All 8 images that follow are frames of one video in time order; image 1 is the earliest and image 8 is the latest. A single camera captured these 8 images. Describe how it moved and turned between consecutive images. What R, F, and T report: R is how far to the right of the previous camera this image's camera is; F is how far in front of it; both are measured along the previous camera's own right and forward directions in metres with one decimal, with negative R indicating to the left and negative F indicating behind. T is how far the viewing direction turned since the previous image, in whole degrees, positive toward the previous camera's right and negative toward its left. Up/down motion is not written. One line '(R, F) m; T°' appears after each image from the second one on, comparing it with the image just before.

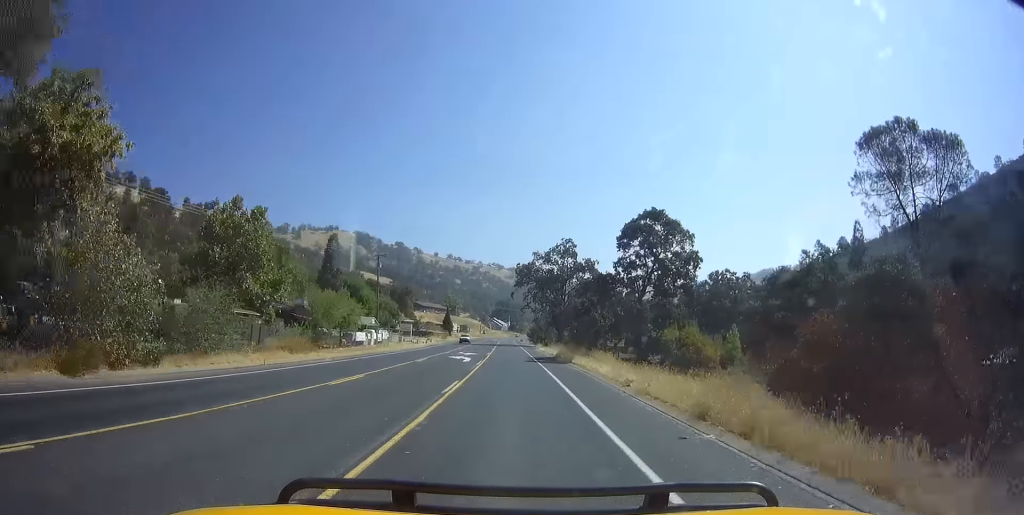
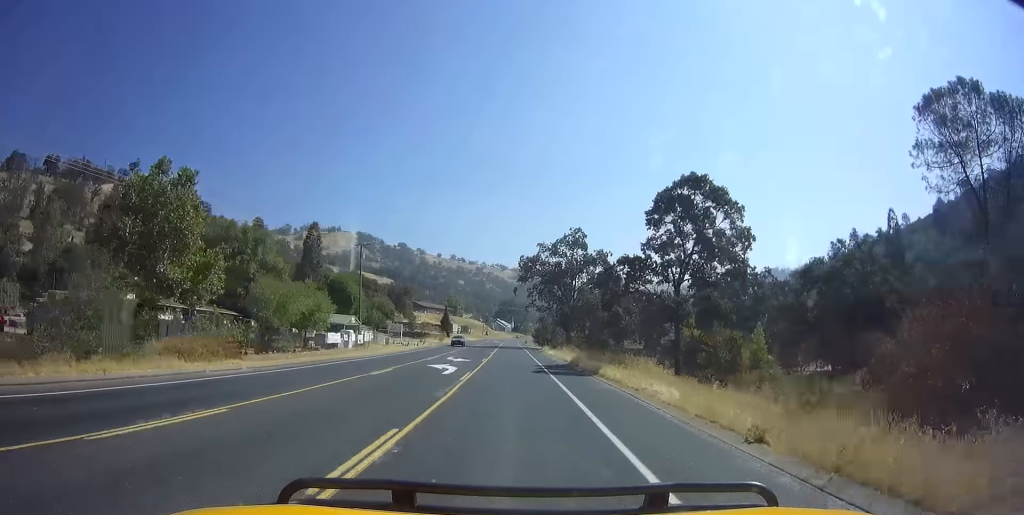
(+0.2, +9.7) m; 0°
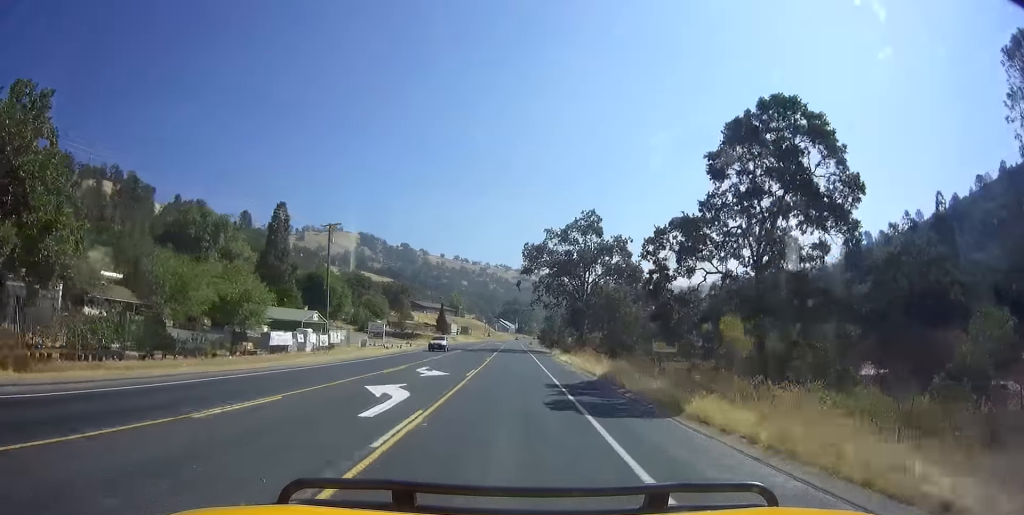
(-0.1, +12.0) m; 0°
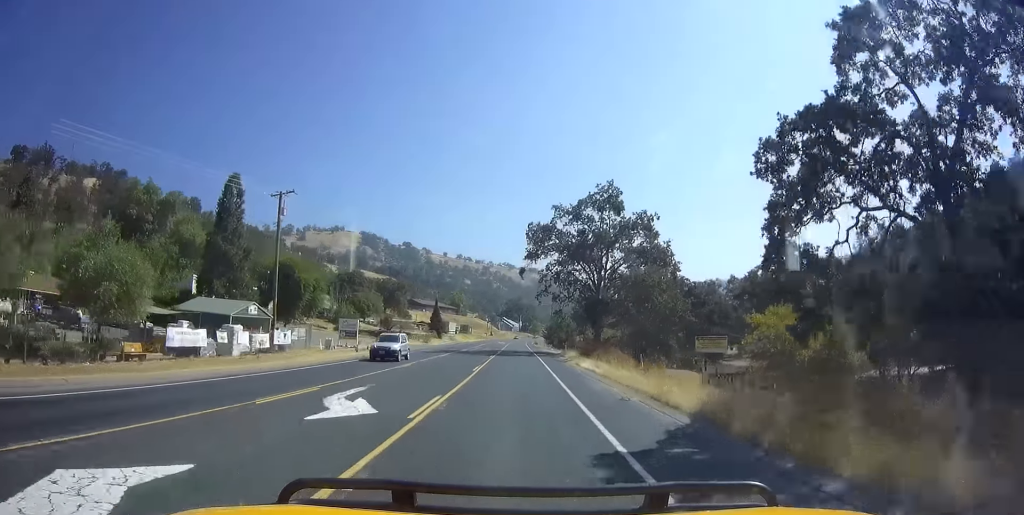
(-0.2, +12.0) m; -1°
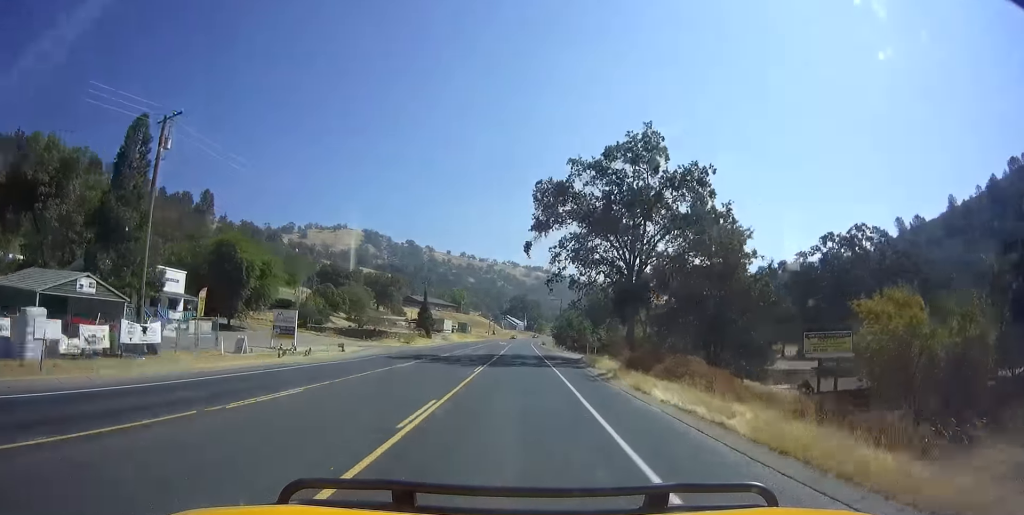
(0.0, +15.9) m; 0°
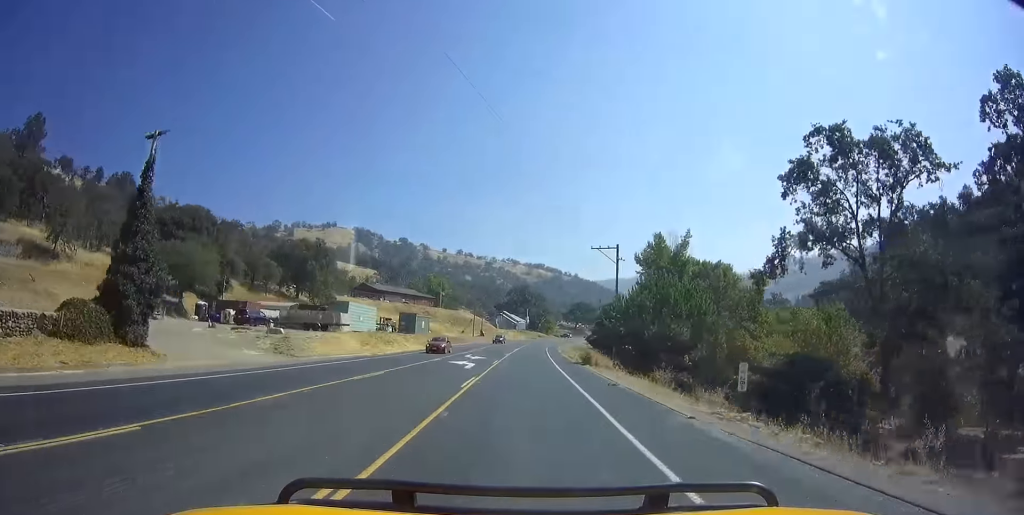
(-0.3, +65.6) m; 0°
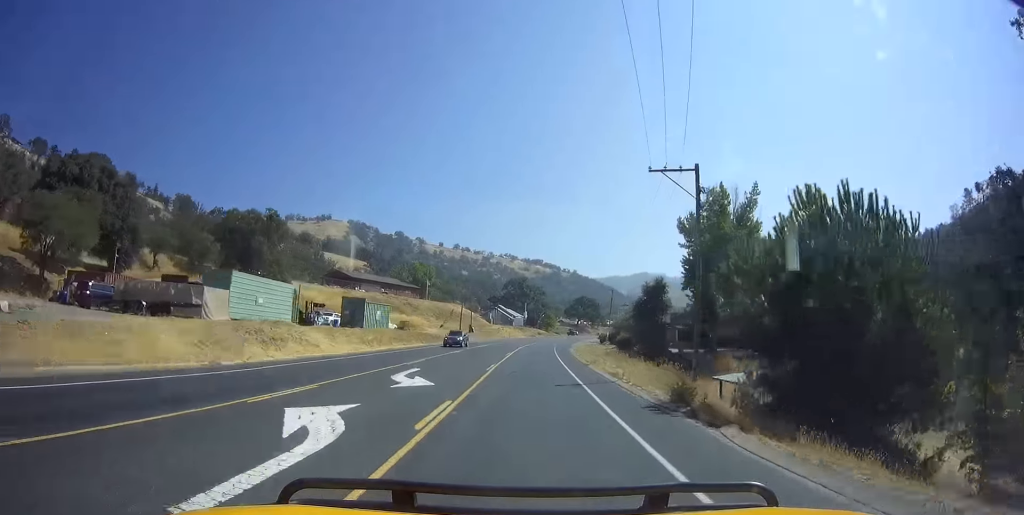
(0.0, +22.0) m; +1°
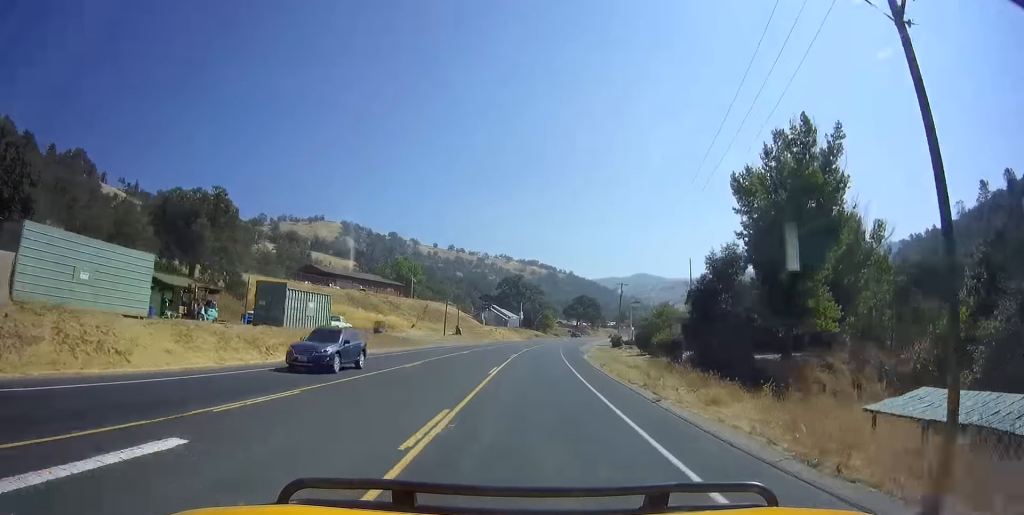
(+0.2, +15.9) m; +1°
